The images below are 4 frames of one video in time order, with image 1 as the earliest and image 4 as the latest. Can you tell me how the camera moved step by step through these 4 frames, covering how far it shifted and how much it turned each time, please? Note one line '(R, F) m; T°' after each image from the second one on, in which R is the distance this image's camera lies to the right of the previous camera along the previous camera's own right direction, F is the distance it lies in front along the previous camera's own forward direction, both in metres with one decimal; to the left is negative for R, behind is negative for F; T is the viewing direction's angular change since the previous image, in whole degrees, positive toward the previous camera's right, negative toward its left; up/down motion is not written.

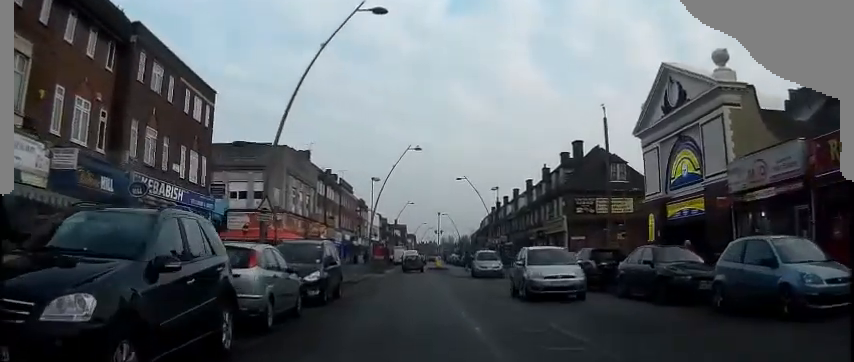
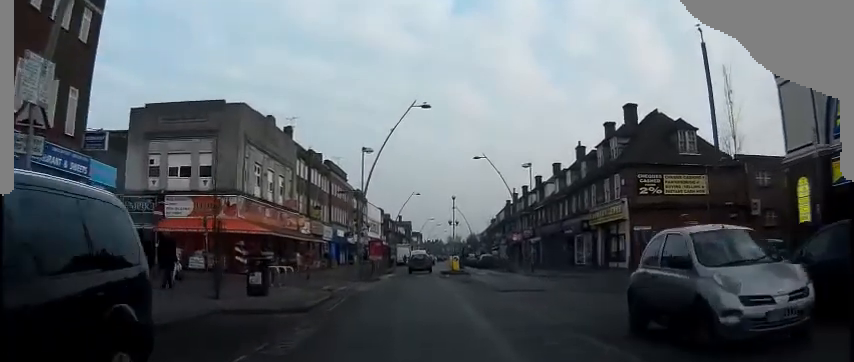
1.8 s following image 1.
(-0.2, +14.5) m; -1°
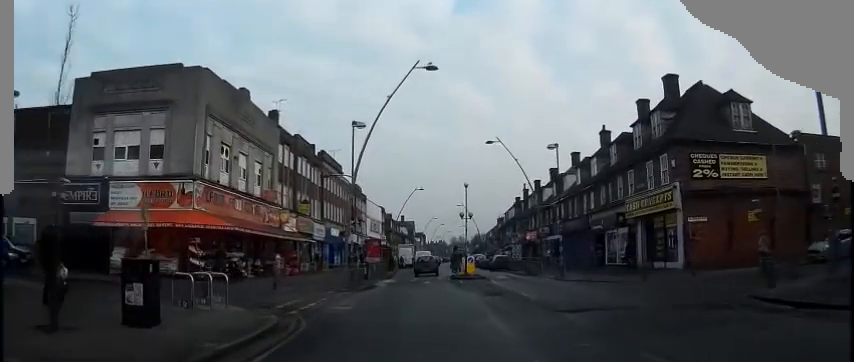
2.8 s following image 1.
(0.0, +7.6) m; 0°
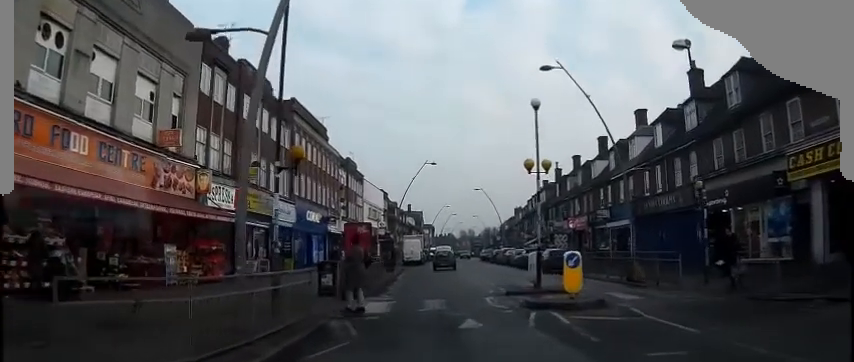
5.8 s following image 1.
(-0.6, +17.0) m; -2°
